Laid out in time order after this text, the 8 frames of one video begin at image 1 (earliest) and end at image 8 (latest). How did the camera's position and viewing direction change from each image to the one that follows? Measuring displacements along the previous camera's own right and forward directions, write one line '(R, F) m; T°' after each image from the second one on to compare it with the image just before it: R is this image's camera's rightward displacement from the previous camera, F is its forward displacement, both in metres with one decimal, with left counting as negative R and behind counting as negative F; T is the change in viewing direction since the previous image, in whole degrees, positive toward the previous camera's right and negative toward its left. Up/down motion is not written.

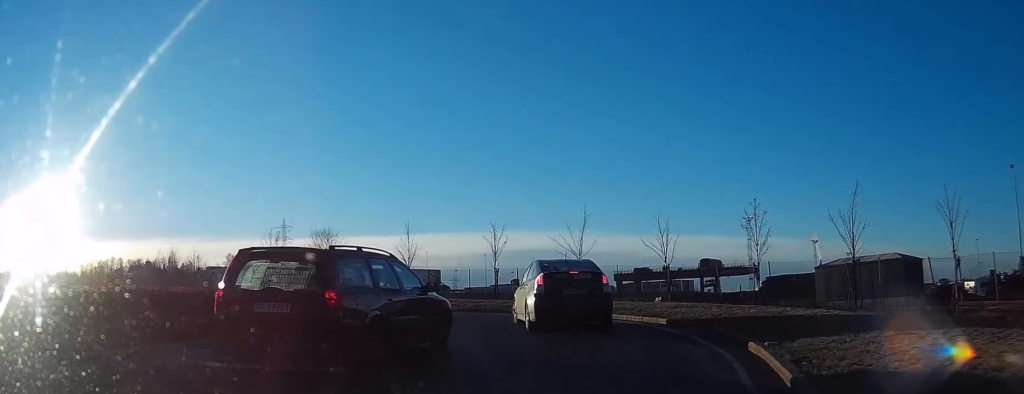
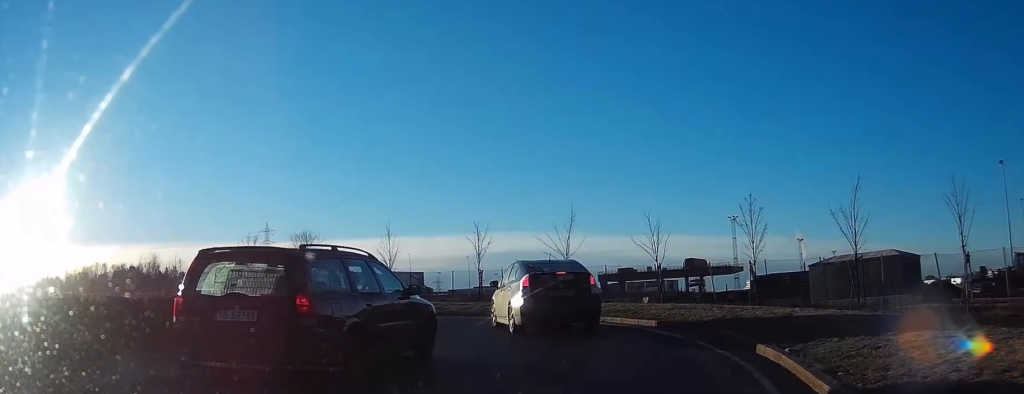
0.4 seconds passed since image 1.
(0.0, +1.7) m; +3°
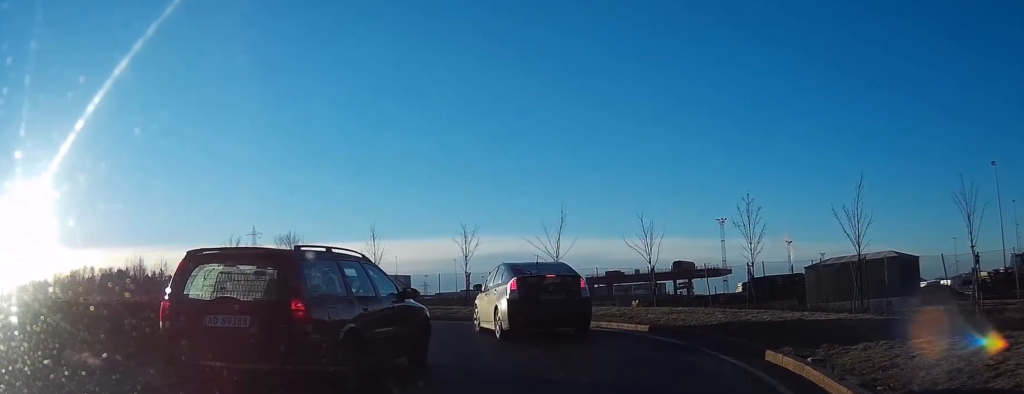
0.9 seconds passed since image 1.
(+0.2, +1.4) m; +4°
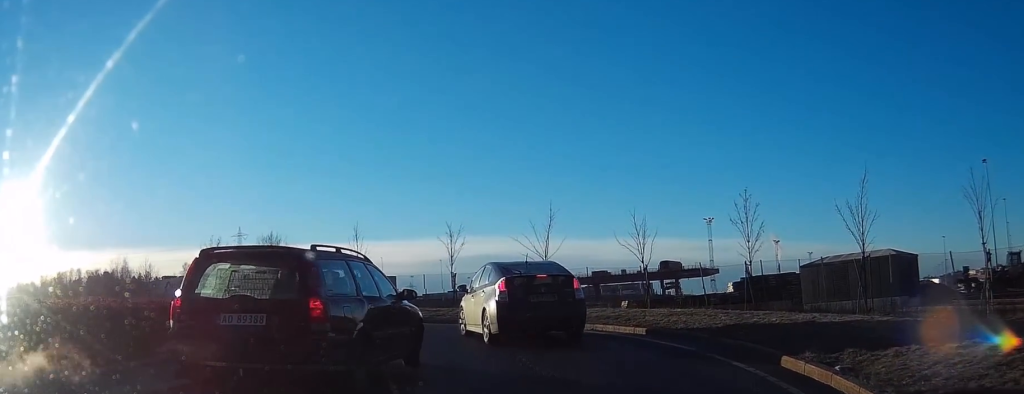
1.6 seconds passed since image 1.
(+0.1, +1.5) m; +3°
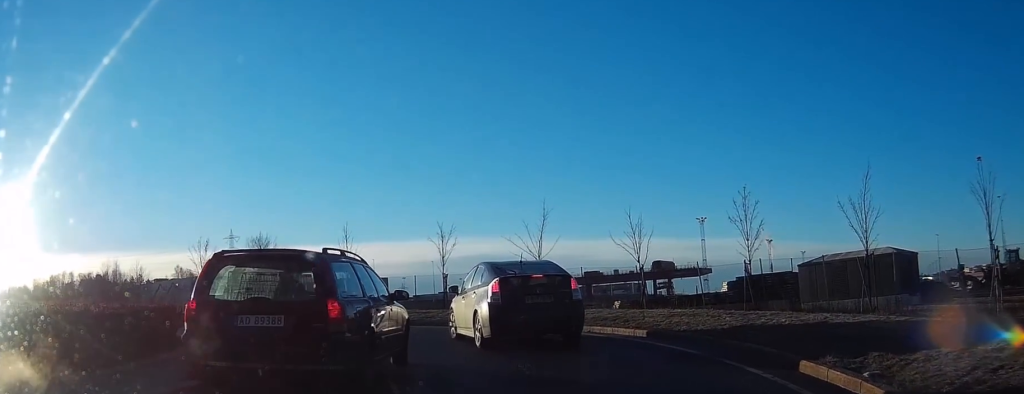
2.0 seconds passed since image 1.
(0.0, +0.8) m; 0°
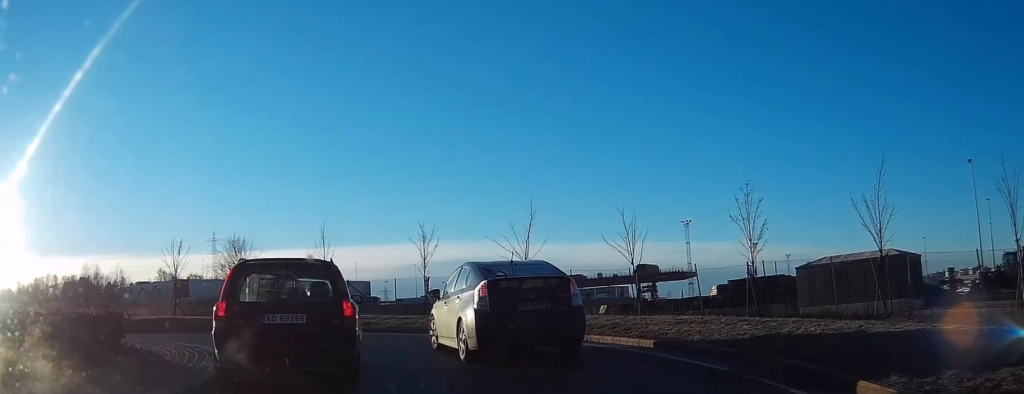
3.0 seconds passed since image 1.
(+0.1, +1.9) m; +3°
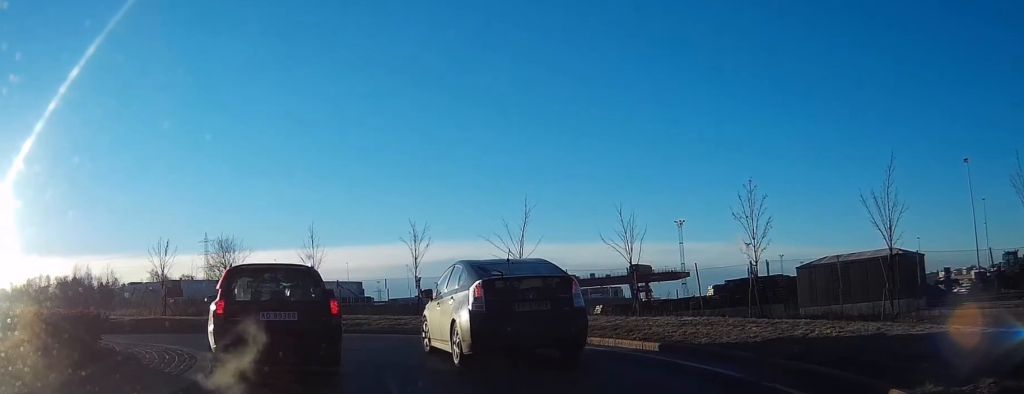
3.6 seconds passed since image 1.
(0.0, +1.0) m; +2°
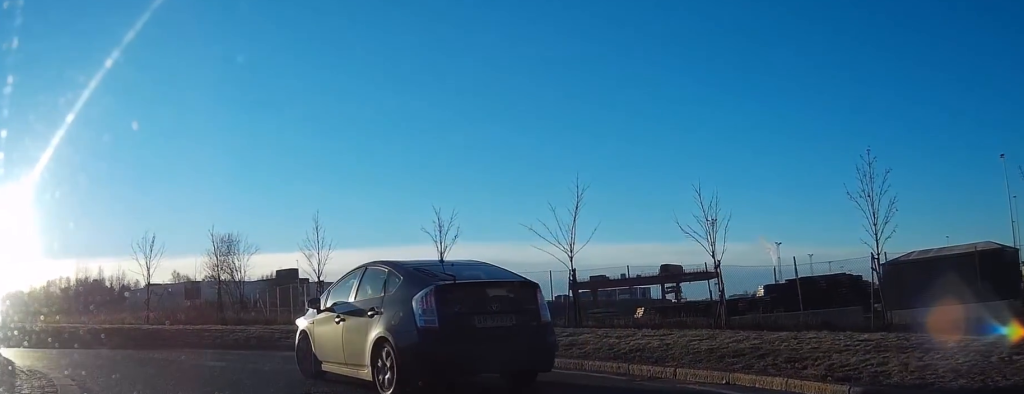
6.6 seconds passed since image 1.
(0.0, +5.8) m; -10°
